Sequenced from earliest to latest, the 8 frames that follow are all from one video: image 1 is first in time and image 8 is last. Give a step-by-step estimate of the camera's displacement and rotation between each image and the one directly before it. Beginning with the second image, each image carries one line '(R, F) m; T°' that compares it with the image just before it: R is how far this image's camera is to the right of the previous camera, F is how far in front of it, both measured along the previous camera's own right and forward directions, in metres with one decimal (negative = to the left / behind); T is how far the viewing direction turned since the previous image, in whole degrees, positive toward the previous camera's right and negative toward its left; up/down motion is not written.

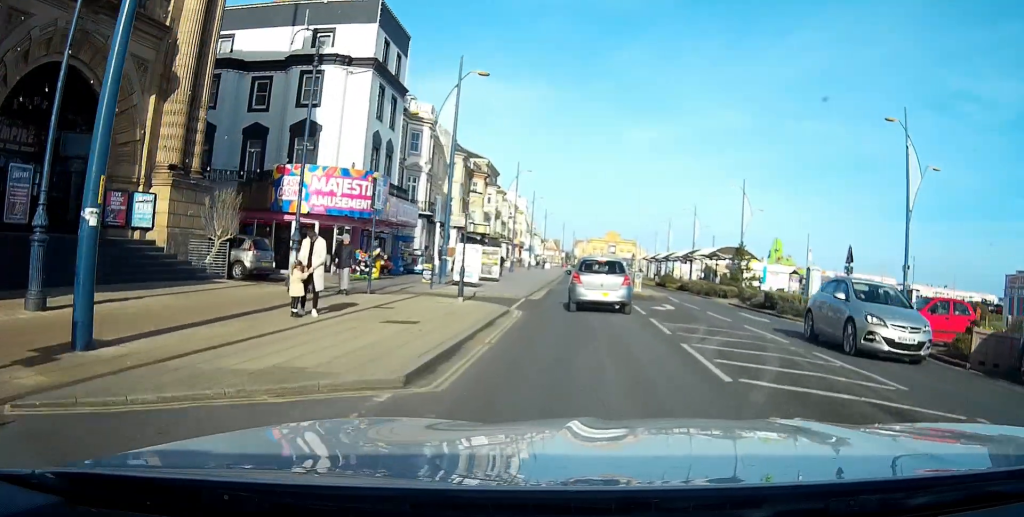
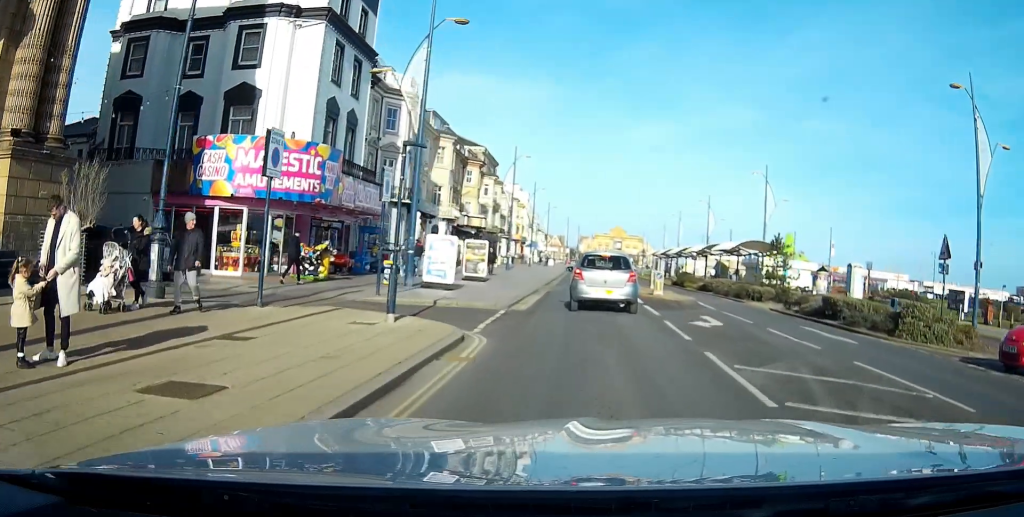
(-0.1, +7.3) m; 0°
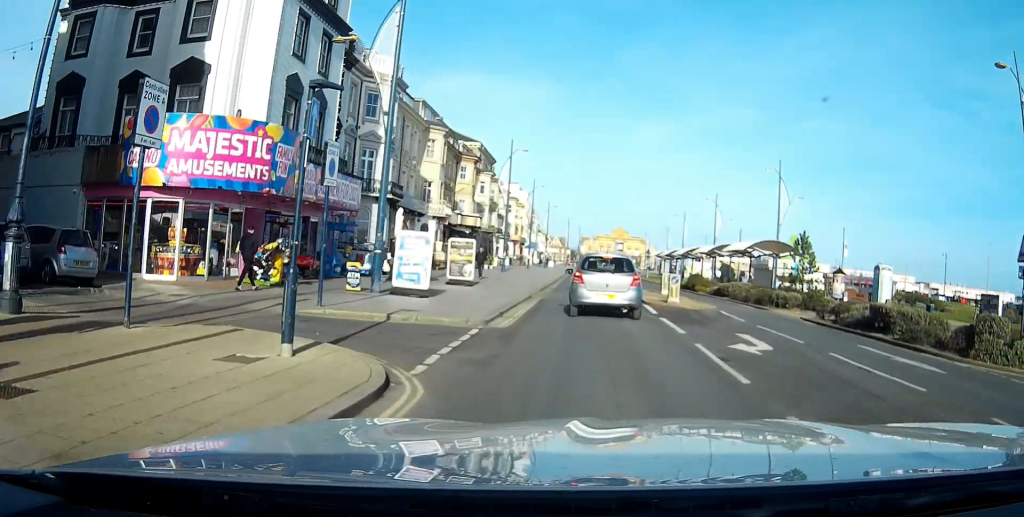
(0.0, +4.2) m; 0°
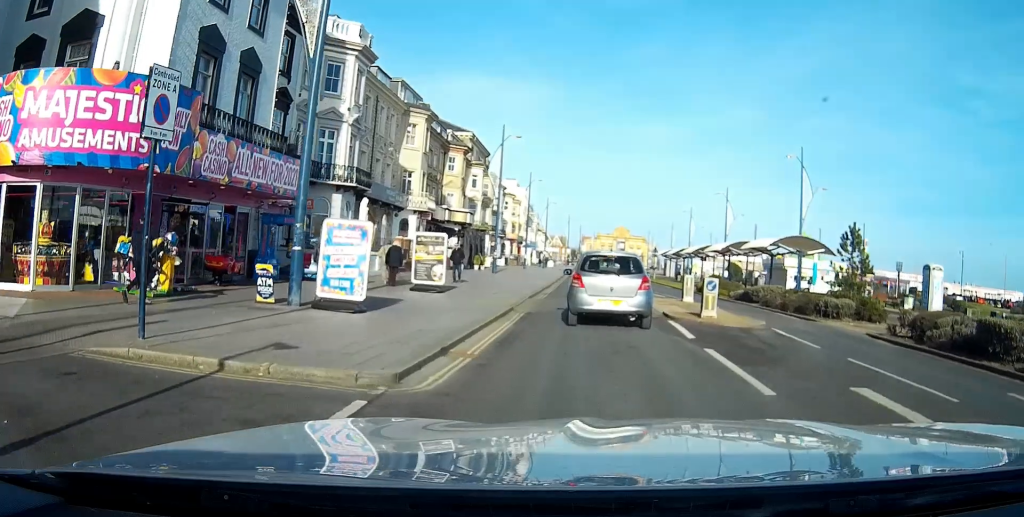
(0.0, +6.1) m; 0°
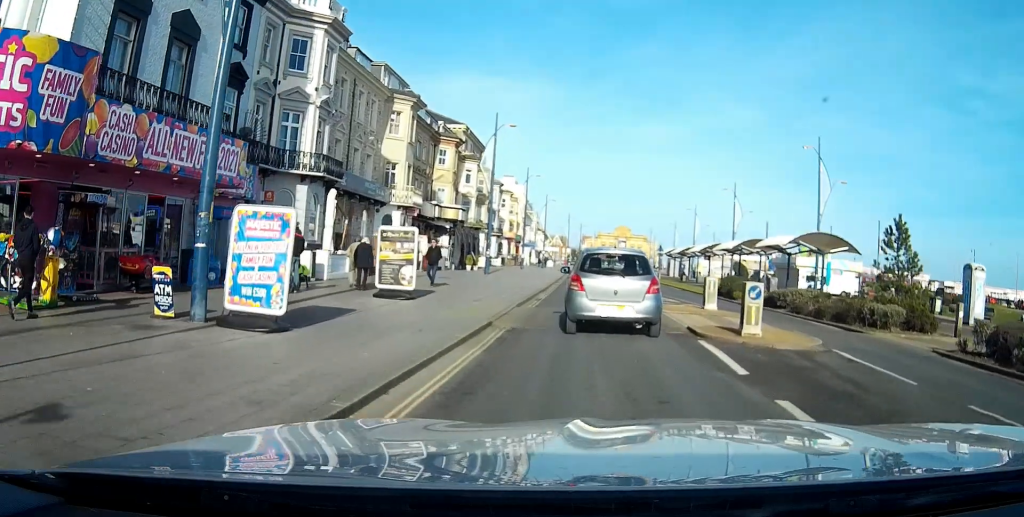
(0.0, +3.7) m; -1°
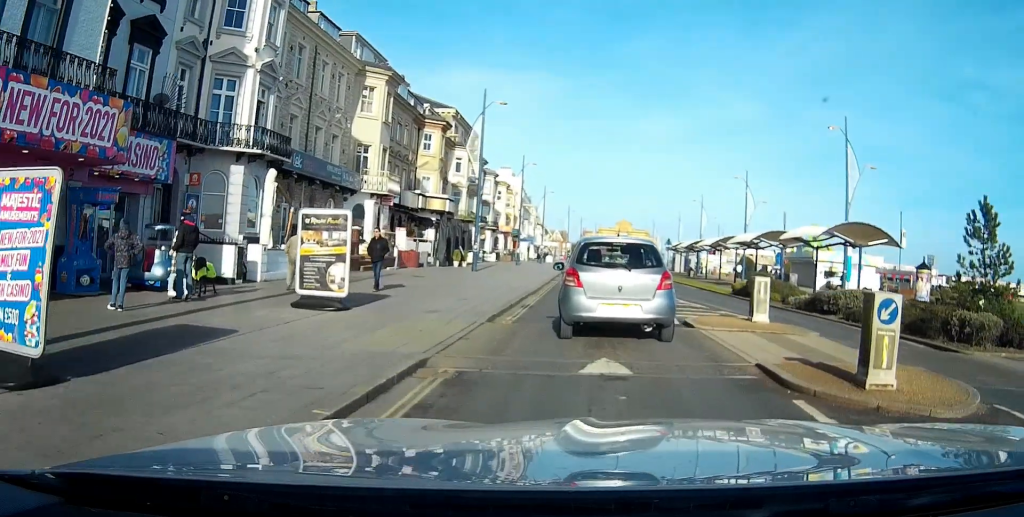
(0.0, +5.5) m; -1°
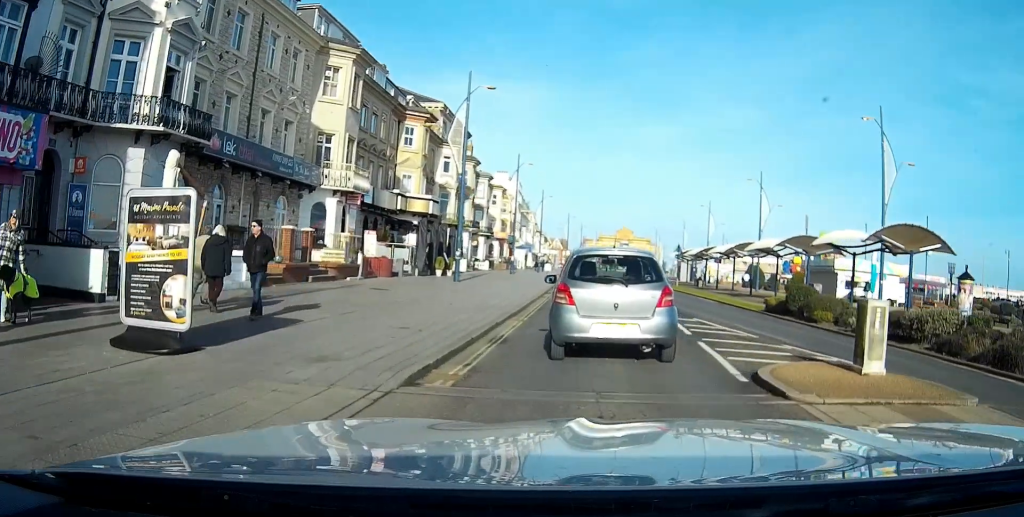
(0.0, +6.4) m; +1°
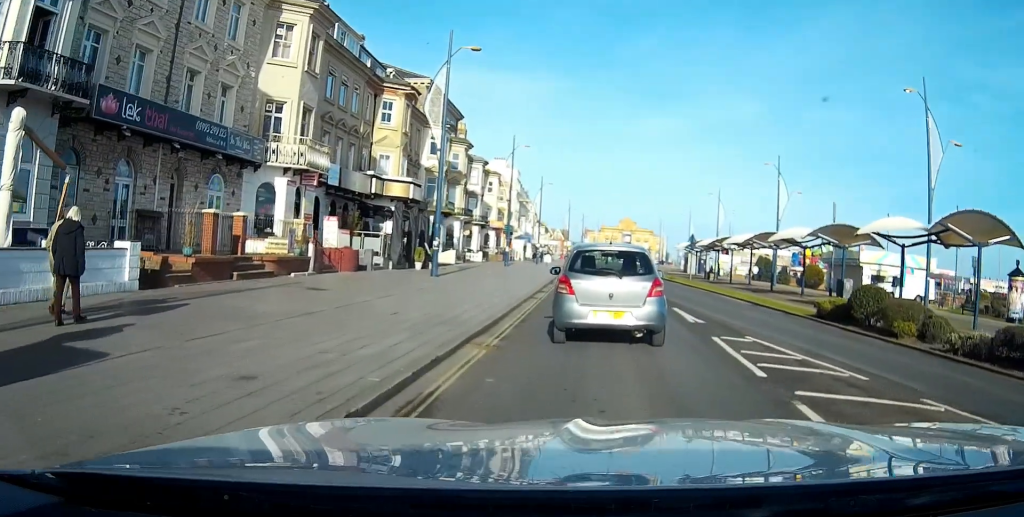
(+0.1, +6.3) m; +2°
